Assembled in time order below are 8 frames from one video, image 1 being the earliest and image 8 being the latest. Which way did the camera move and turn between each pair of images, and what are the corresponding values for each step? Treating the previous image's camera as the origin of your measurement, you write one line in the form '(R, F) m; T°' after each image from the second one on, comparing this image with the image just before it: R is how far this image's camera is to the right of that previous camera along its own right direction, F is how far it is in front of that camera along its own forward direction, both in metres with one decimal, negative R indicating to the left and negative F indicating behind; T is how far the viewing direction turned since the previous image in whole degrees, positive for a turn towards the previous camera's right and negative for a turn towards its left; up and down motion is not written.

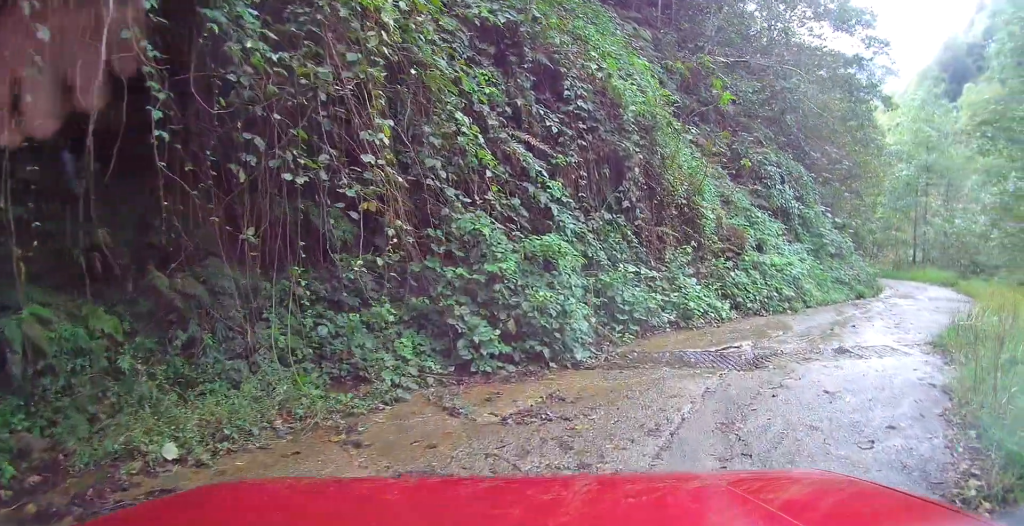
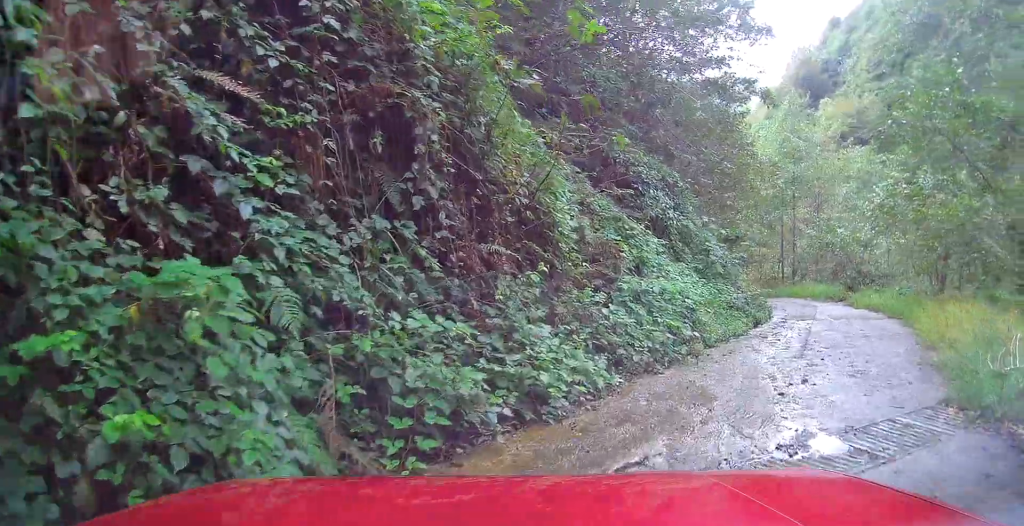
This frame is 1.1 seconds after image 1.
(+0.5, +4.2) m; +21°
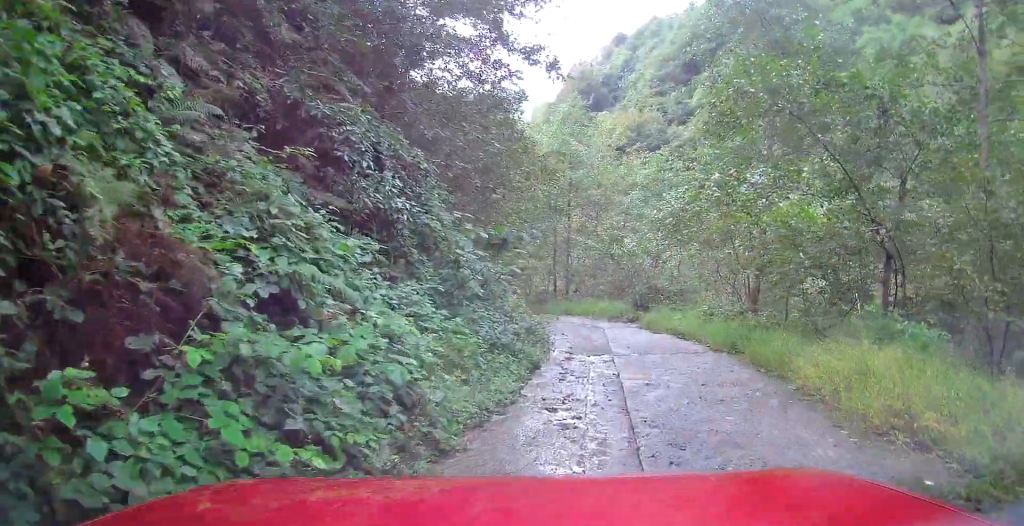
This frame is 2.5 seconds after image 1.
(+1.2, +4.9) m; +32°
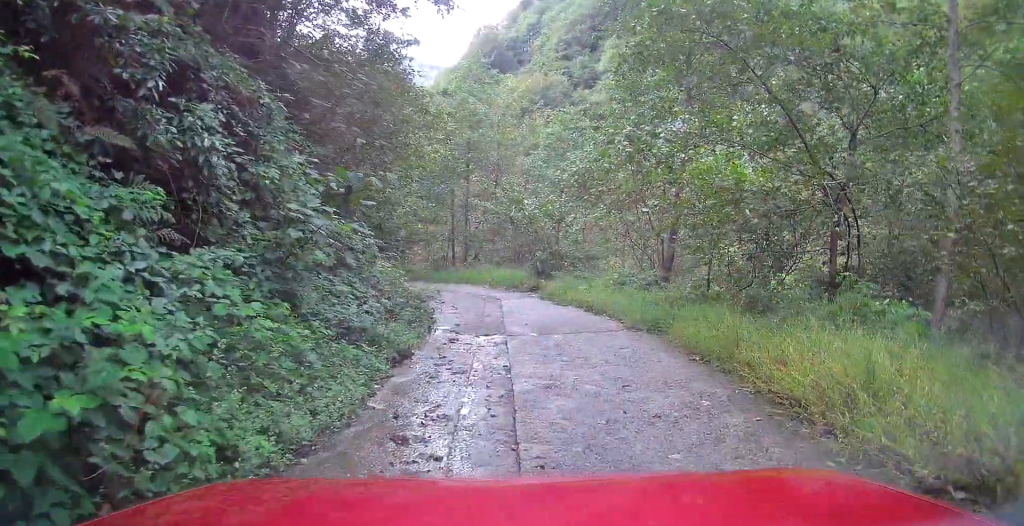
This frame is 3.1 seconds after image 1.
(+0.4, +2.3) m; +6°
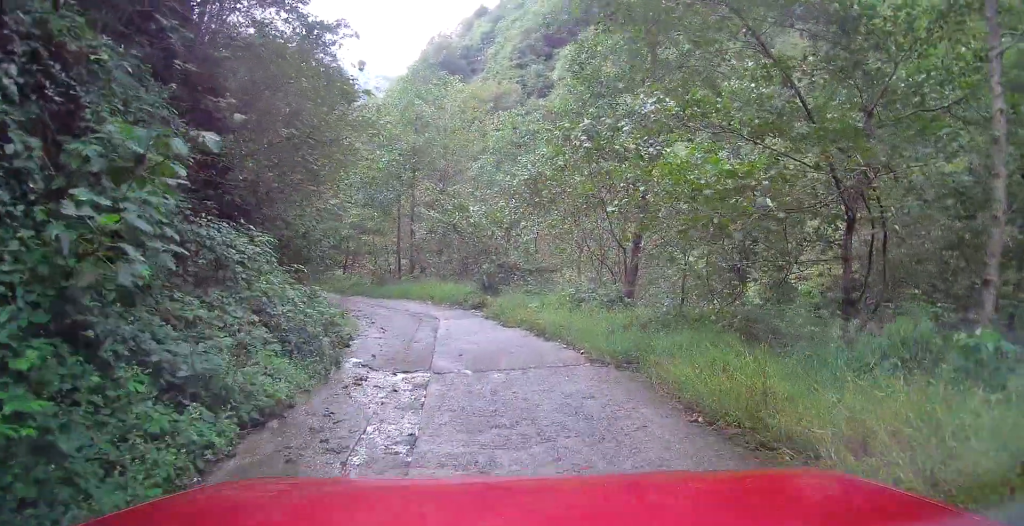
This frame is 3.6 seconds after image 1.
(+0.3, +2.5) m; +4°
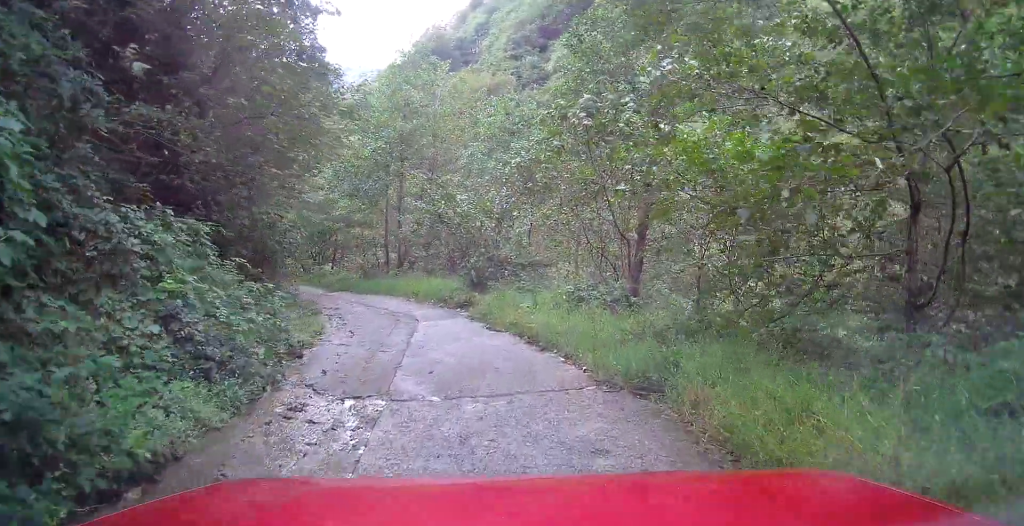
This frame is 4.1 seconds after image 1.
(-0.1, +2.0) m; -3°
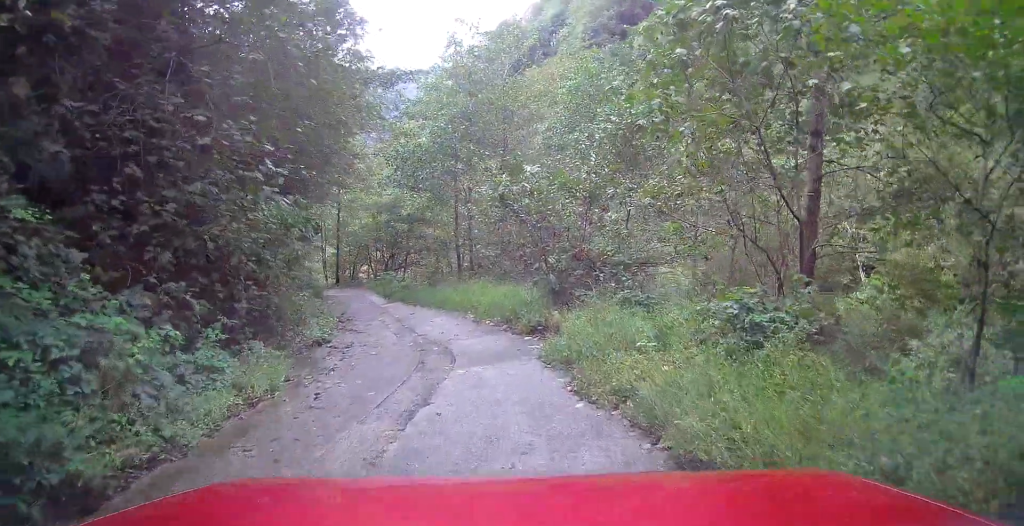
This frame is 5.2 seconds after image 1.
(-0.5, +6.0) m; -9°
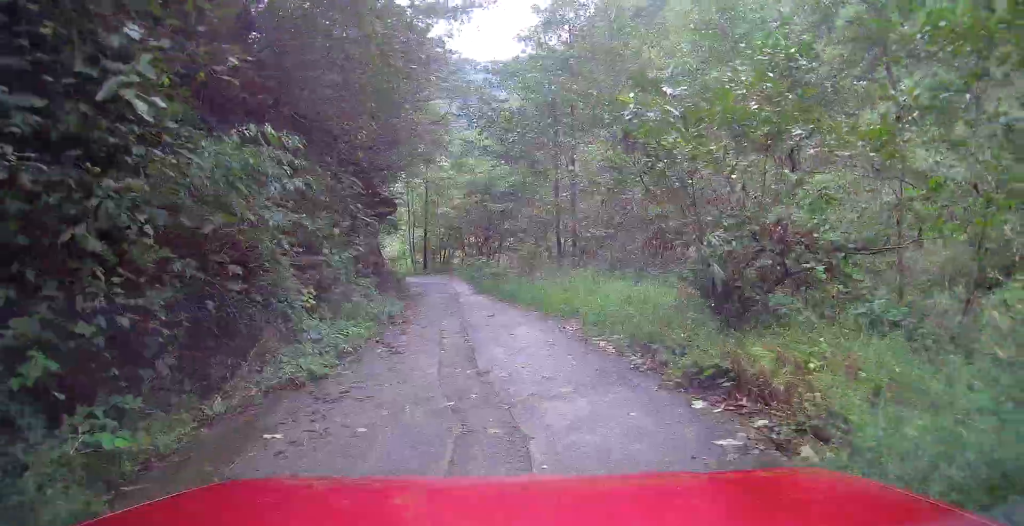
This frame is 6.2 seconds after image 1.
(-0.3, +5.7) m; -6°
